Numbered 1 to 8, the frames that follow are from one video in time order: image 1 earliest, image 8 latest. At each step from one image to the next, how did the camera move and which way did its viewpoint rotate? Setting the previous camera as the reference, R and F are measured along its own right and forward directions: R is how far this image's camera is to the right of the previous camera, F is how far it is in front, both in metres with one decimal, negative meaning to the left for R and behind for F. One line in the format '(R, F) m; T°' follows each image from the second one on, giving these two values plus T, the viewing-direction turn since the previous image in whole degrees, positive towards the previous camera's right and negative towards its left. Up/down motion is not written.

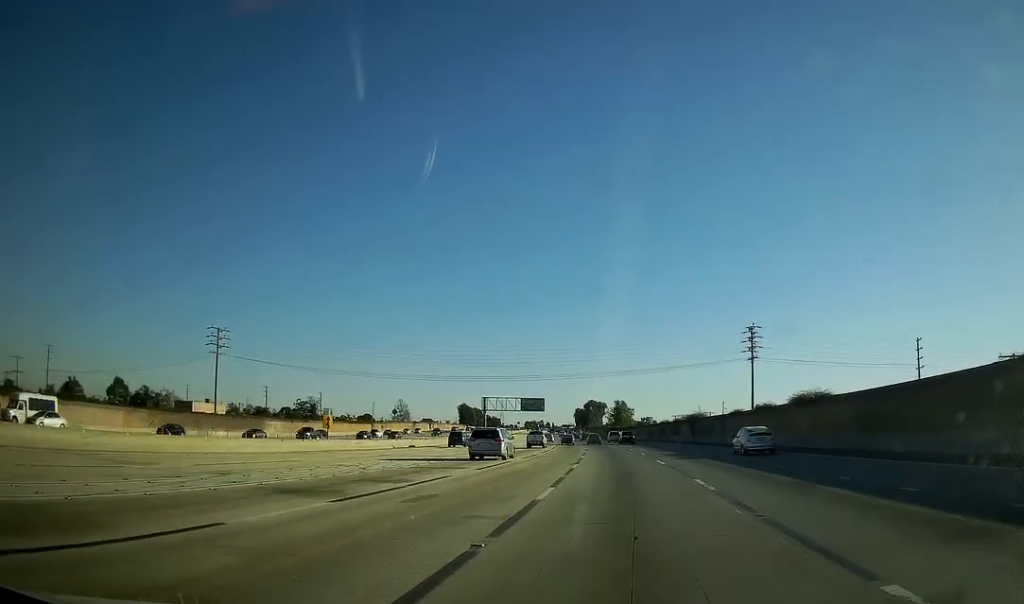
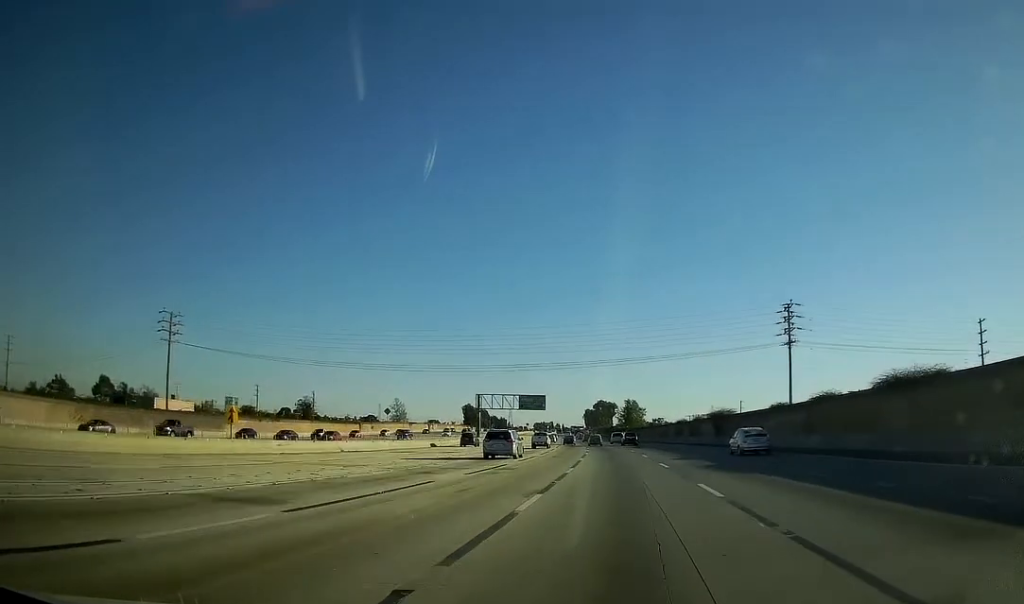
(0.0, +16.9) m; 0°
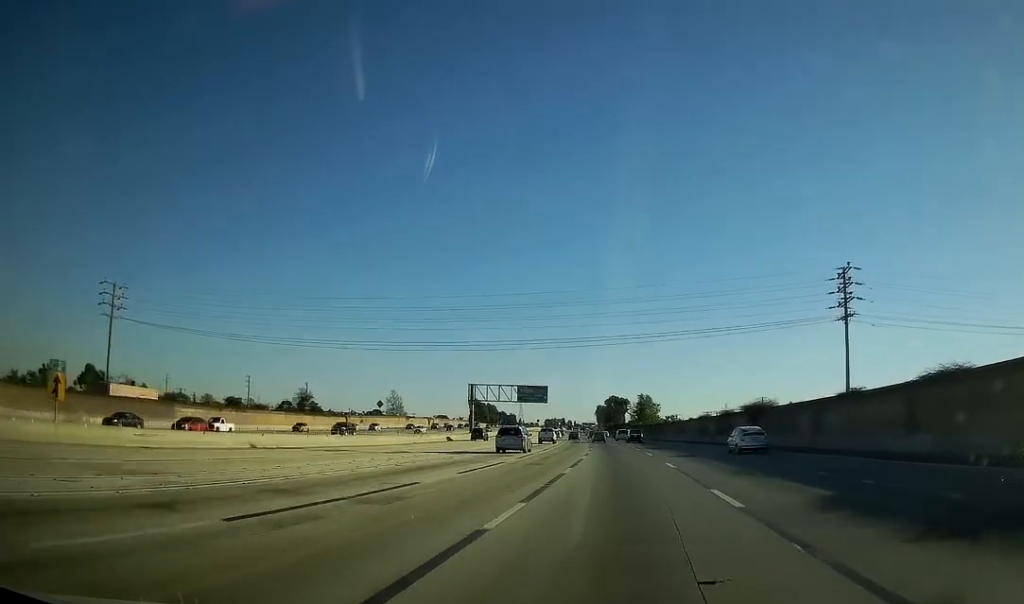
(+0.2, +17.0) m; -1°
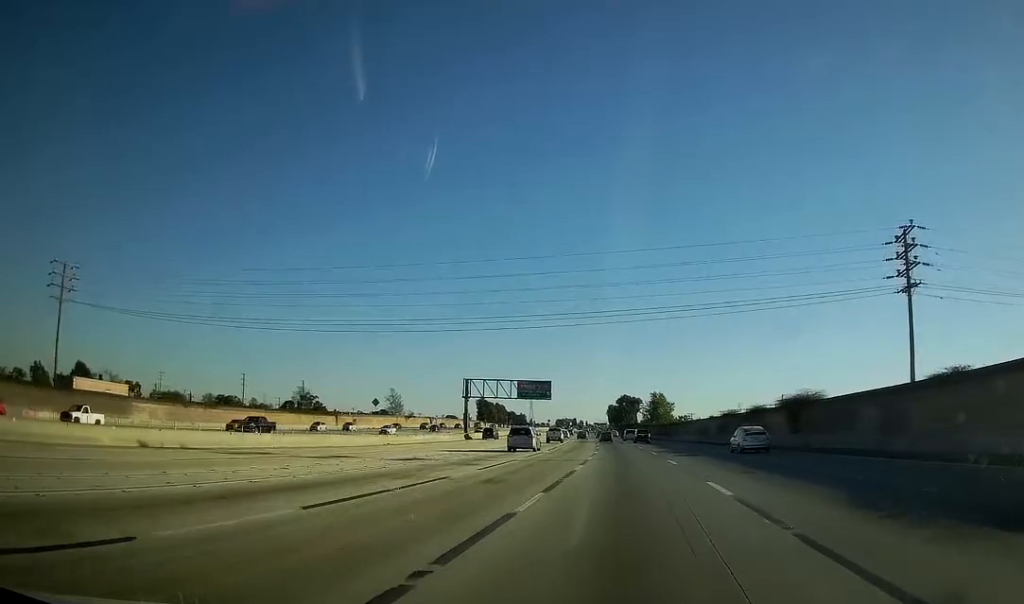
(-0.3, +11.9) m; -1°
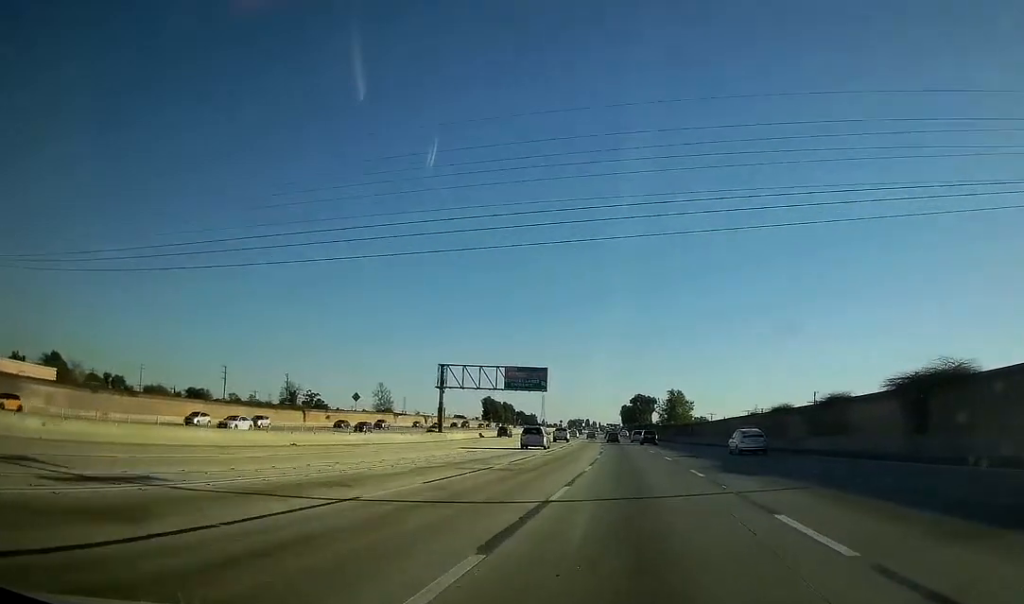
(-0.4, +22.2) m; -1°
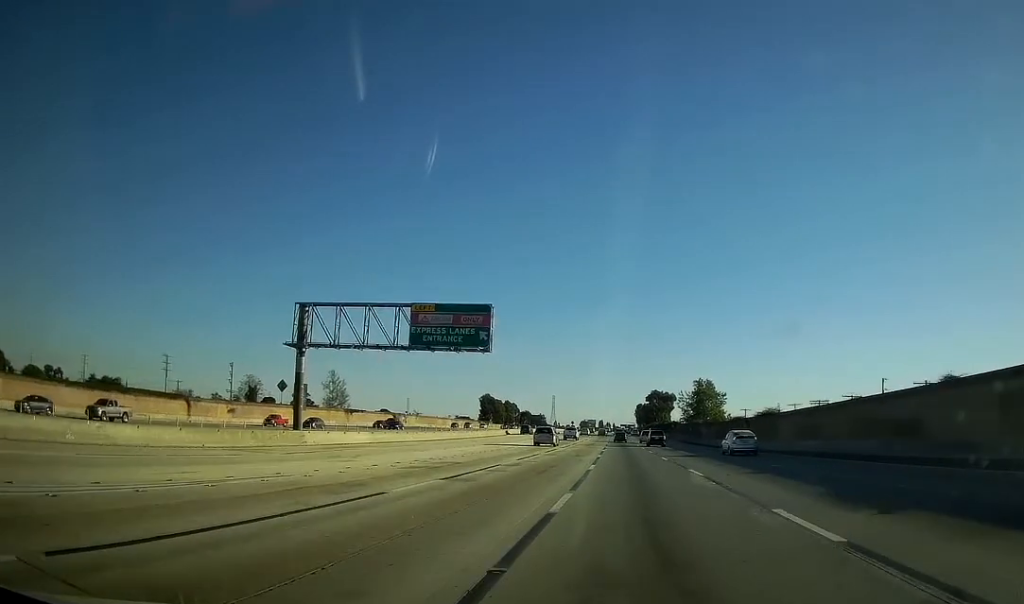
(-0.8, +41.6) m; -2°
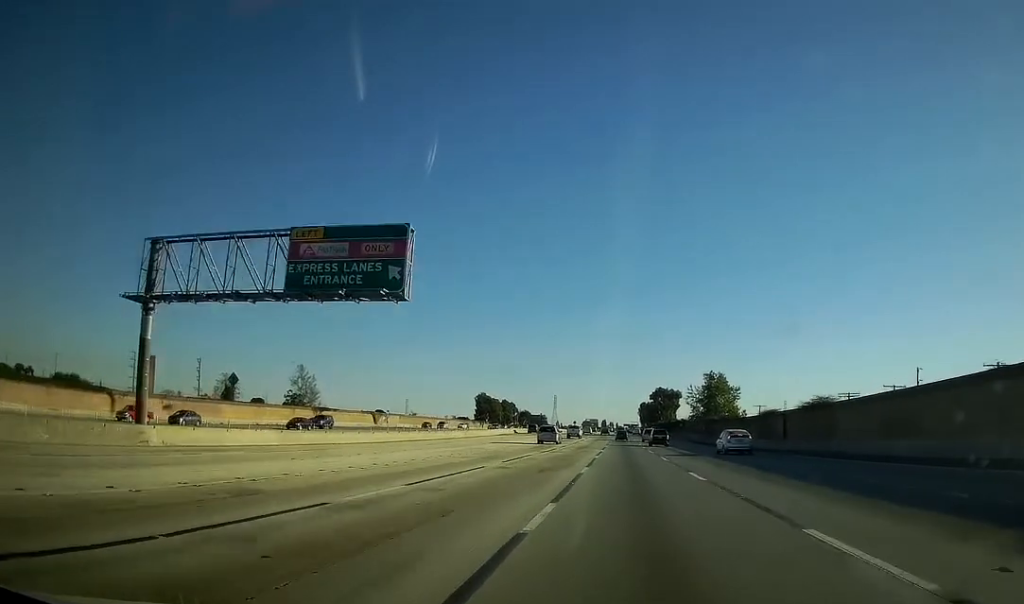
(0.0, +17.6) m; 0°
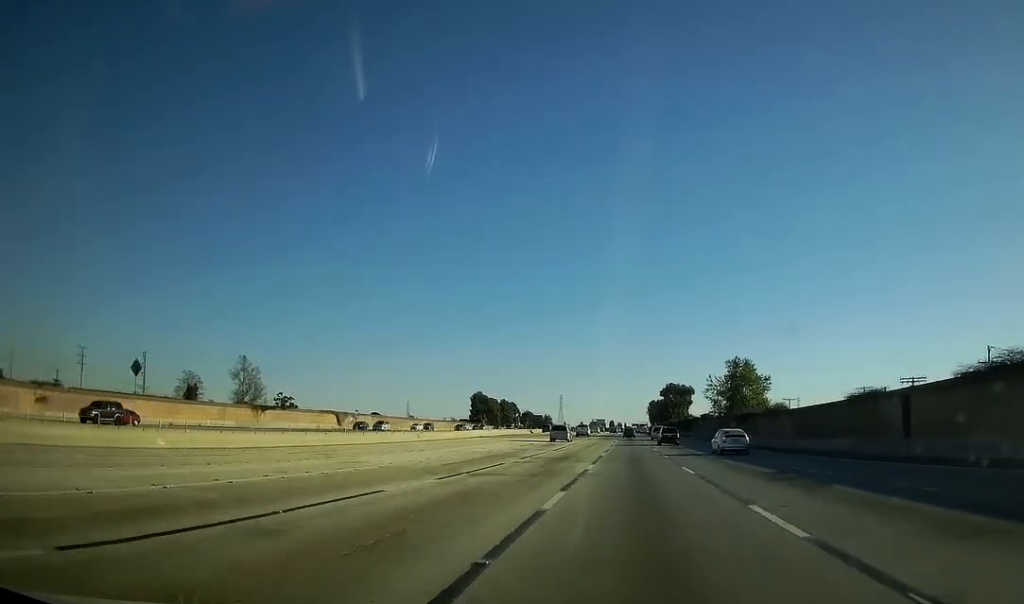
(0.0, +25.6) m; +1°
